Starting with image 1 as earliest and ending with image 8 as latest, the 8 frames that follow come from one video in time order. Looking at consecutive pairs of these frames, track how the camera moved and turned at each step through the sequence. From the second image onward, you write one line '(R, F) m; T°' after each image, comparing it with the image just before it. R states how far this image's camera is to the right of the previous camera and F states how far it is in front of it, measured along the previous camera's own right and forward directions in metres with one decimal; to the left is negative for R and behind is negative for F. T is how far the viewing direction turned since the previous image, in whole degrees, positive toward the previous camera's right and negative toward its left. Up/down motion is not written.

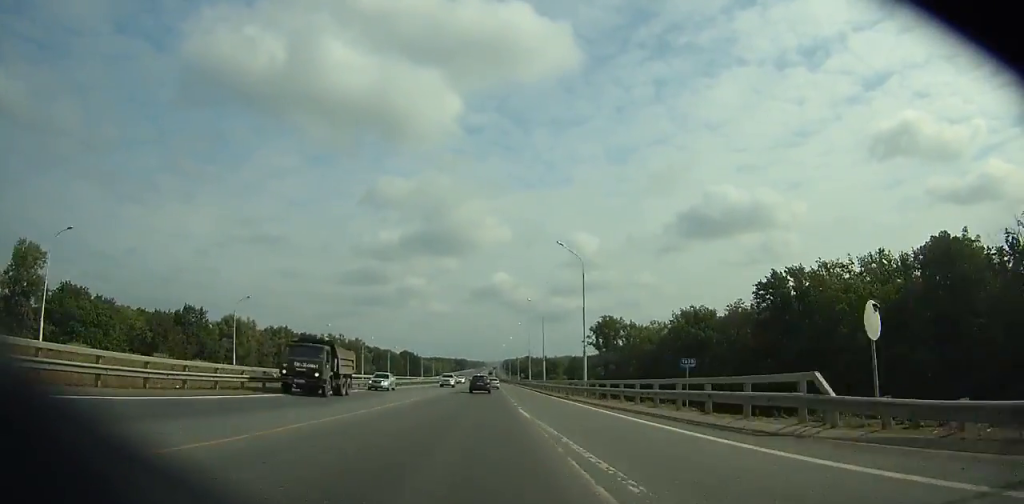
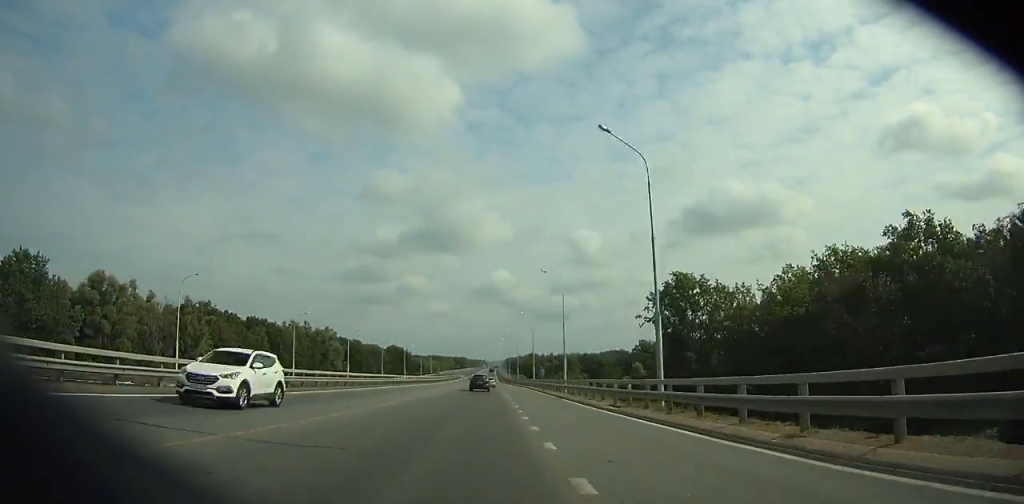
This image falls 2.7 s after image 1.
(-0.1, +59.0) m; 0°
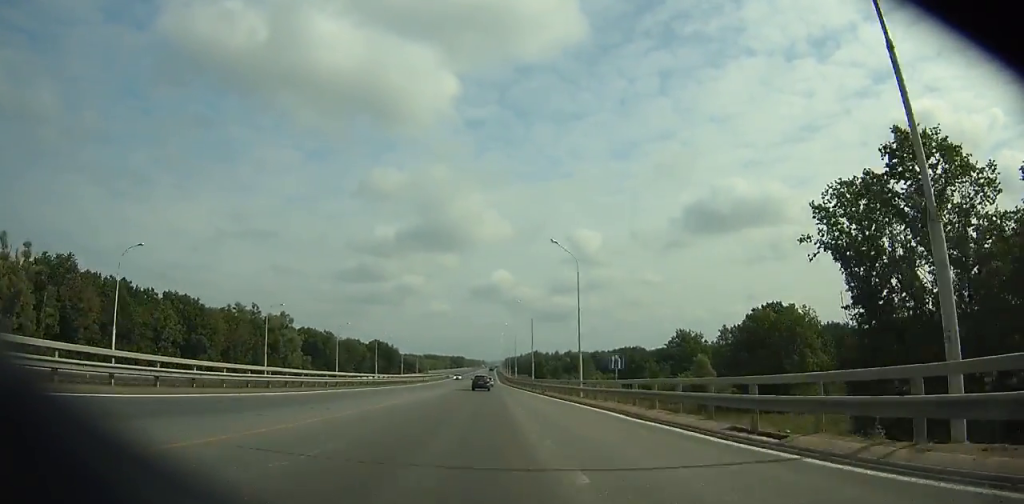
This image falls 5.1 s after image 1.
(-0.1, +53.6) m; 0°
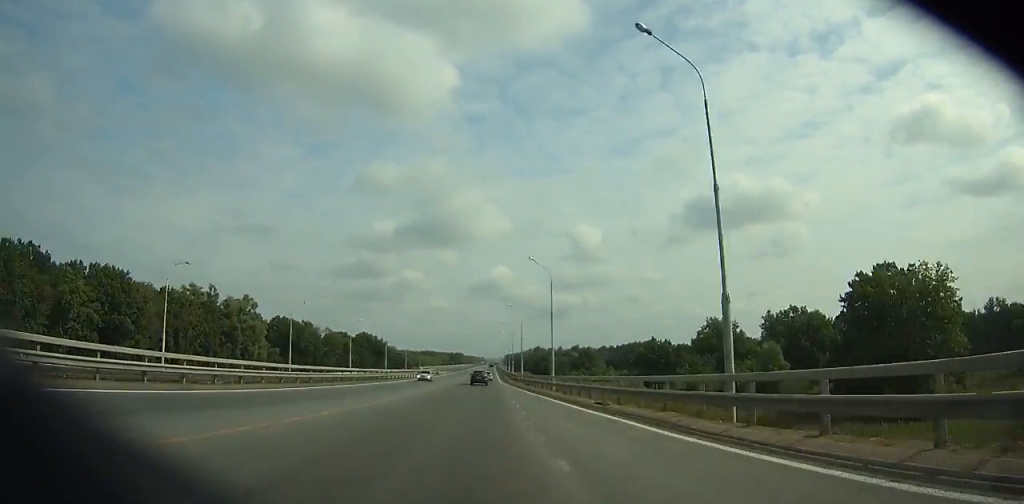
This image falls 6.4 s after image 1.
(-0.1, +29.4) m; 0°
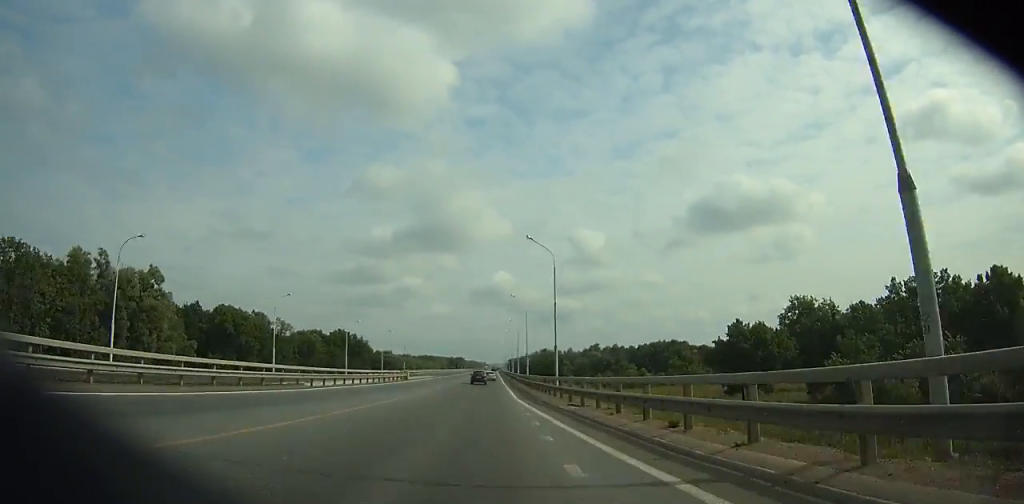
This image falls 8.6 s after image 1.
(+0.1, +50.8) m; 0°
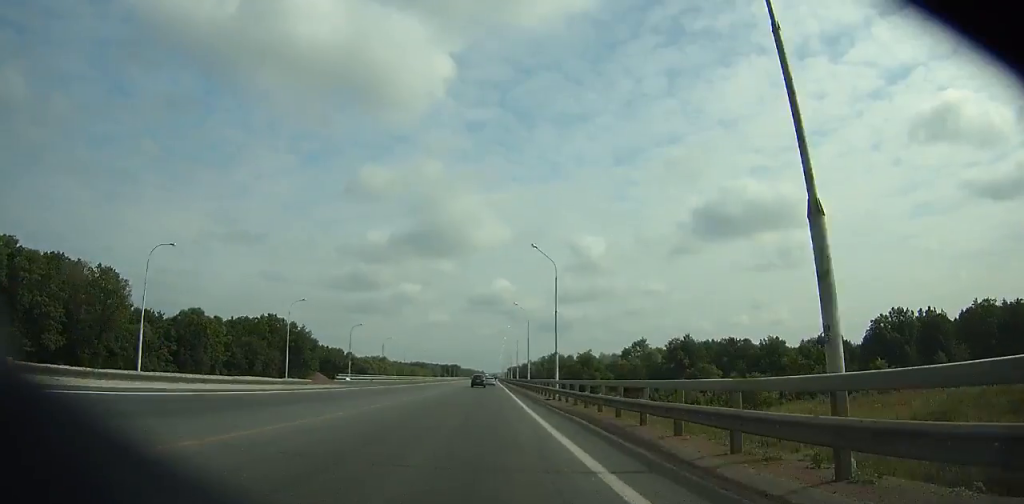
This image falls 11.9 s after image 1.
(+0.1, +77.5) m; 0°
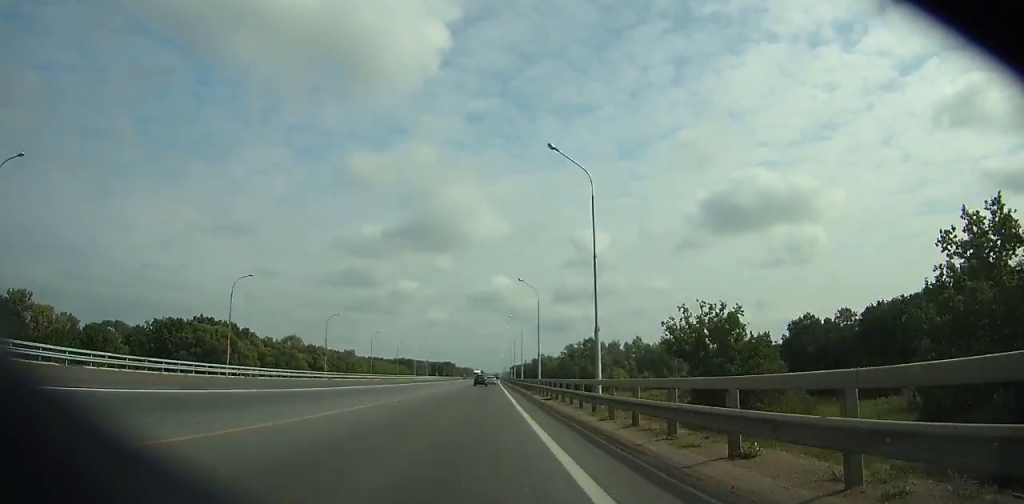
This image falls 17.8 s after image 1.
(0.0, +142.2) m; 0°
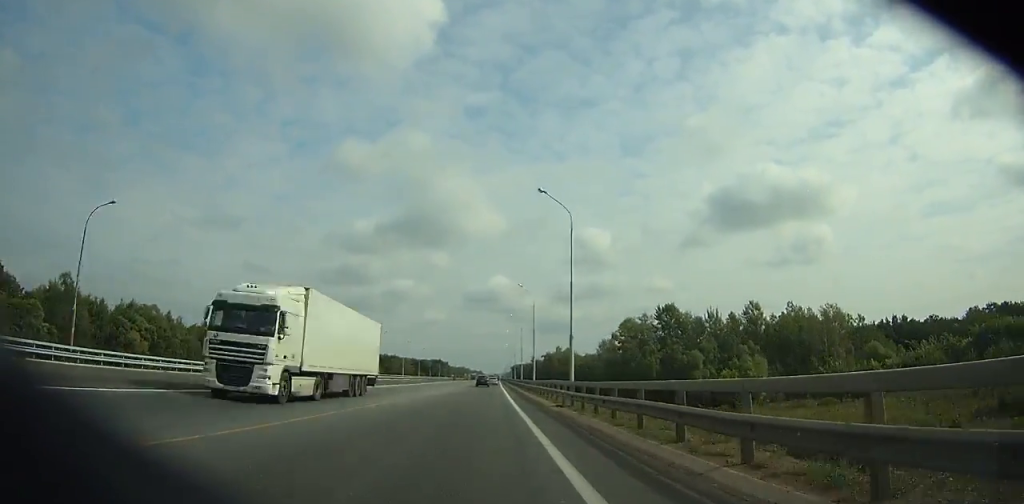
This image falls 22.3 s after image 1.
(+0.2, +109.3) m; 0°
